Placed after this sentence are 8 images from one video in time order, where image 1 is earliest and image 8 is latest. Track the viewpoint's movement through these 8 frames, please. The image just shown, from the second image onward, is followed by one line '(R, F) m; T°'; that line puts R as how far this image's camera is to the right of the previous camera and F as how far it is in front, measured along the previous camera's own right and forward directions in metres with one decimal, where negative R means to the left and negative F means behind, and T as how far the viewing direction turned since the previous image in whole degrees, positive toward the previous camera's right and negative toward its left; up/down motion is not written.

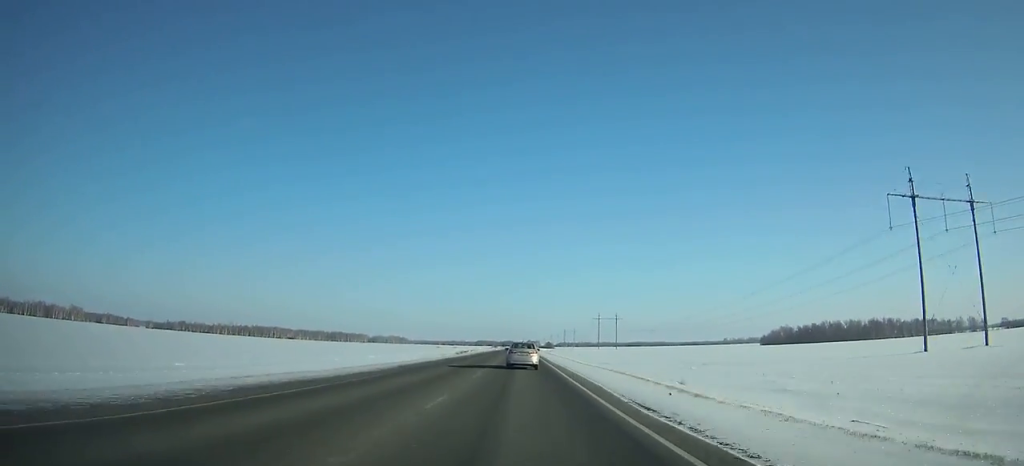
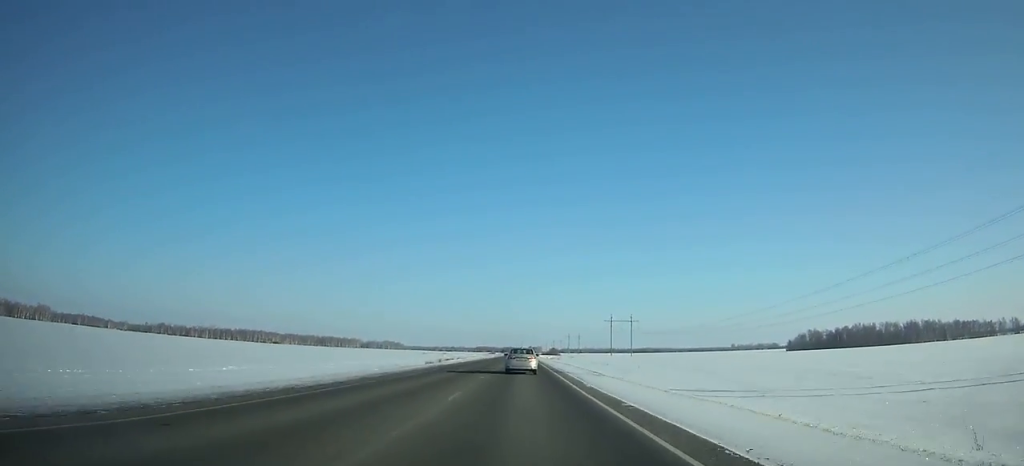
(-0.2, +54.8) m; 0°
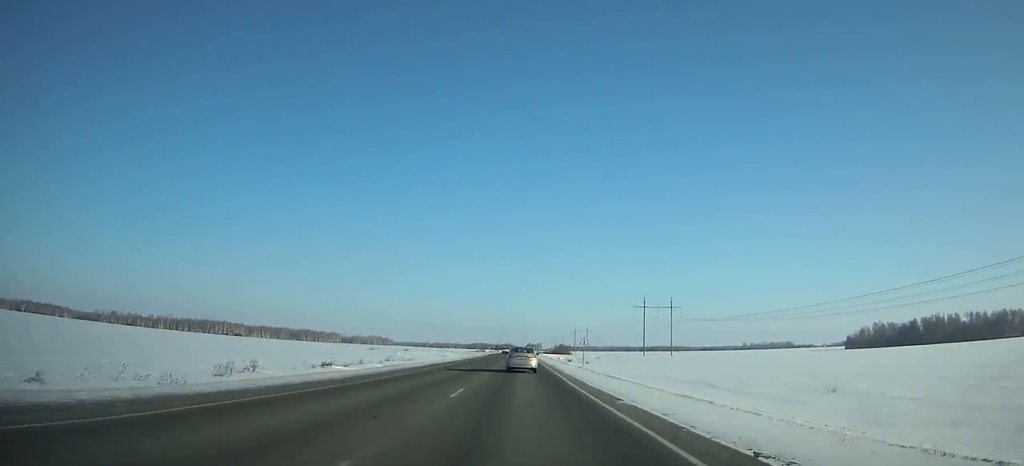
(+0.1, +106.8) m; 0°
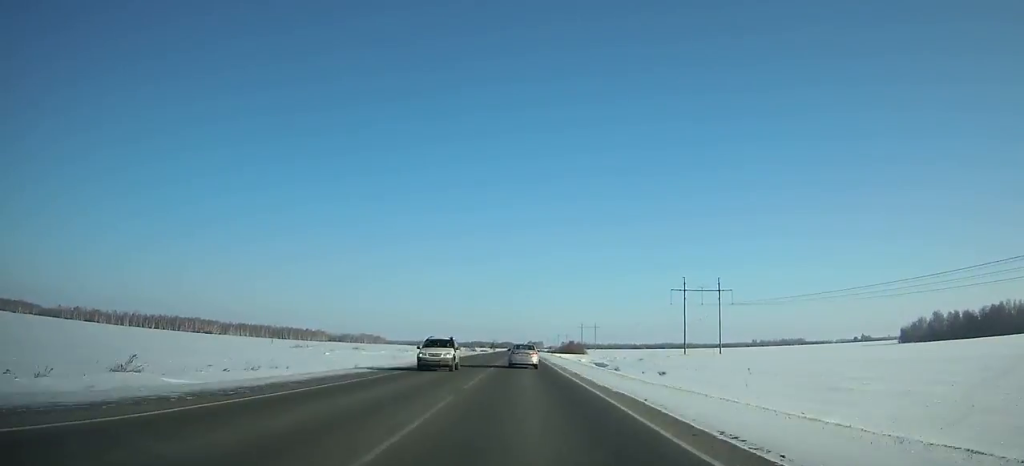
(+0.2, +69.0) m; 0°
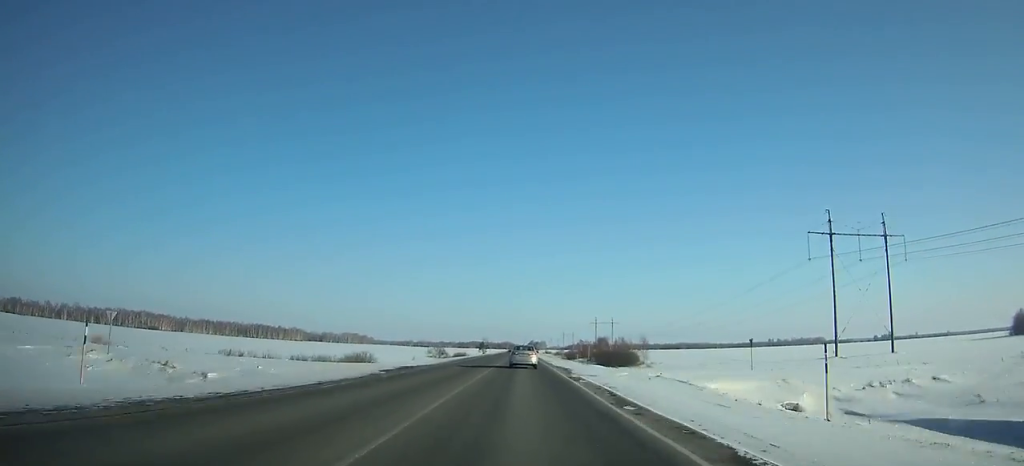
(-0.2, +103.5) m; 0°
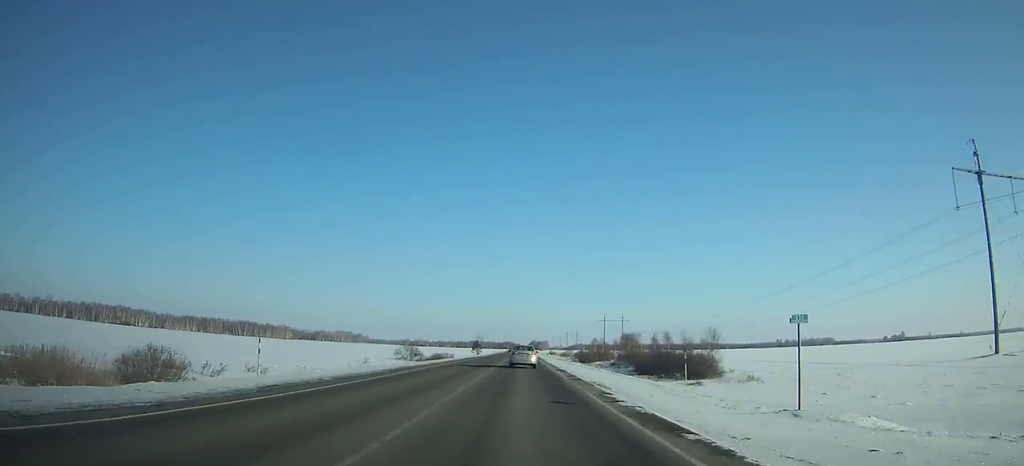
(-0.1, +40.2) m; 0°
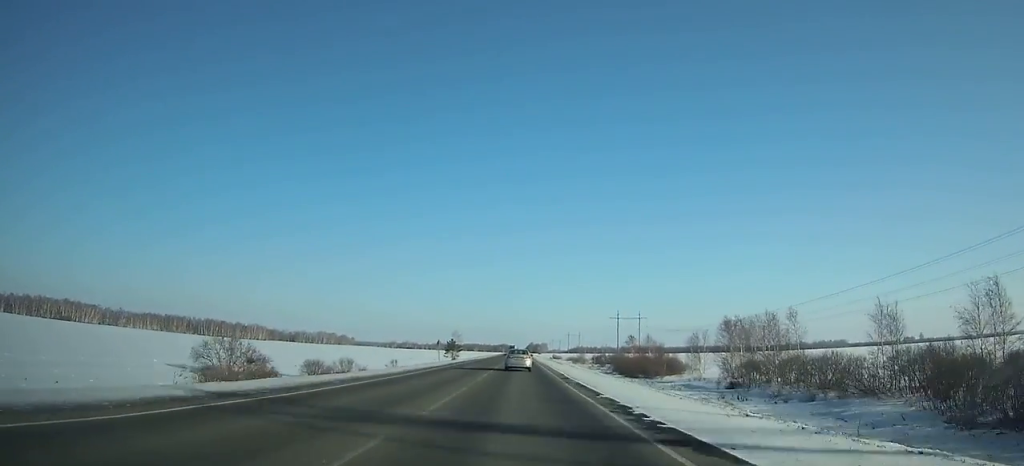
(0.0, +71.8) m; 0°
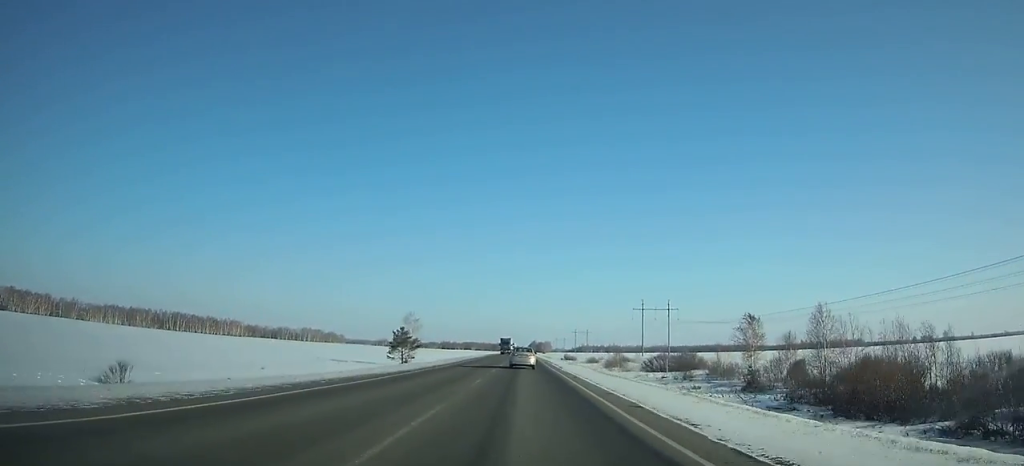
(+0.1, +66.0) m; 0°
